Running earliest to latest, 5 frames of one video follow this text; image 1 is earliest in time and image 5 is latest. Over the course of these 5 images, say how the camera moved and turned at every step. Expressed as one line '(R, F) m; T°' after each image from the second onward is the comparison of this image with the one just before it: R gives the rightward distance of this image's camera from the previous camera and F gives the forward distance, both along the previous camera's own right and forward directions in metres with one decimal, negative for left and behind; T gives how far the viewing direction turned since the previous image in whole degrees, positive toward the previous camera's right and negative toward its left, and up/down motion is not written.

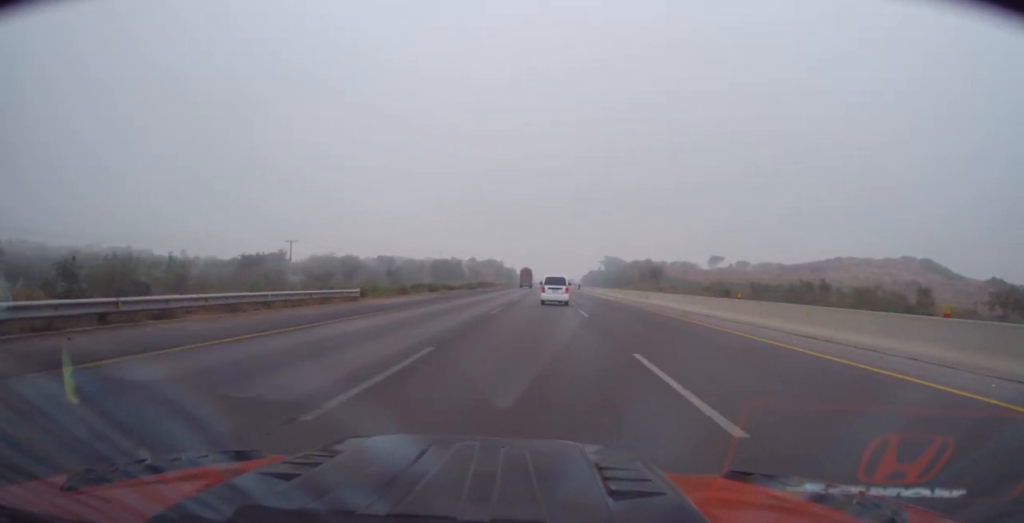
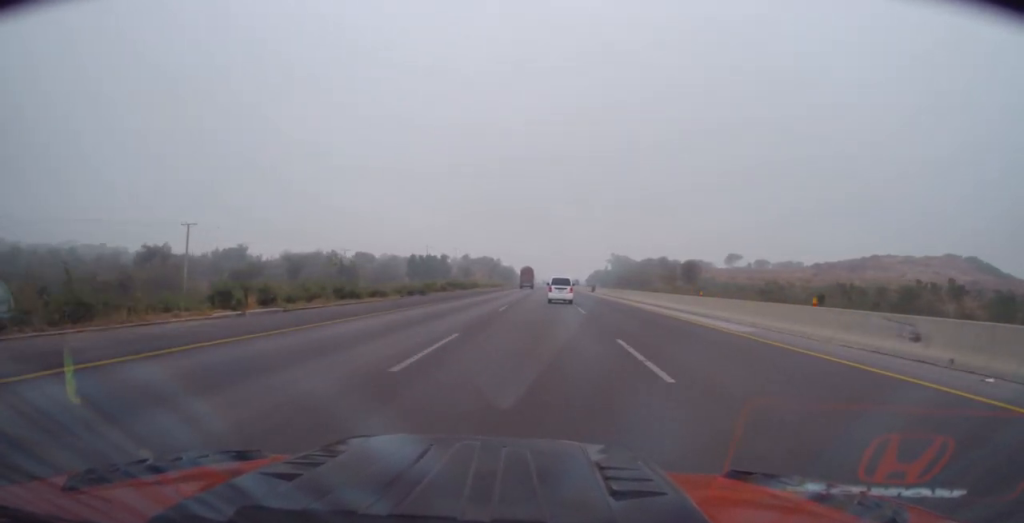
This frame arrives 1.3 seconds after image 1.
(-0.1, +32.9) m; -1°
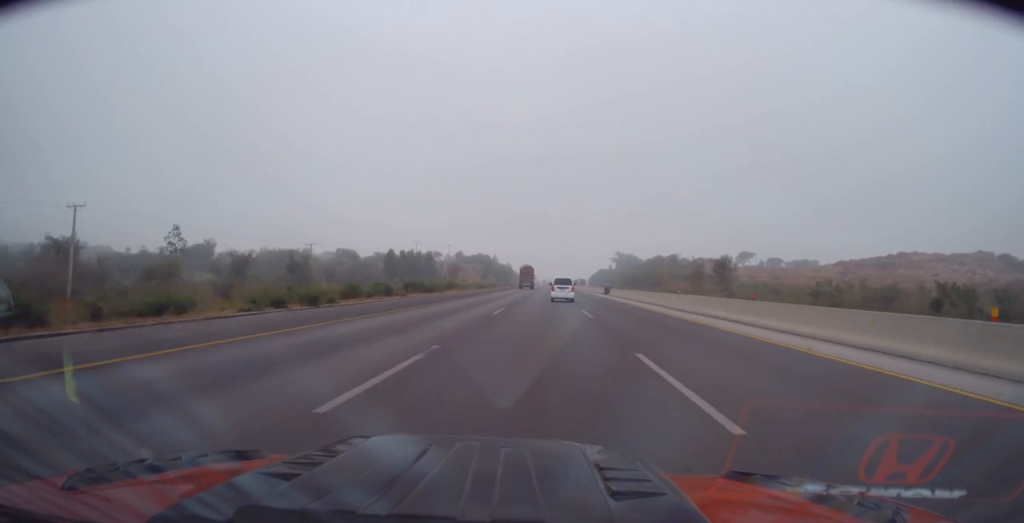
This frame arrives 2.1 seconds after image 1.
(-0.3, +20.8) m; -1°
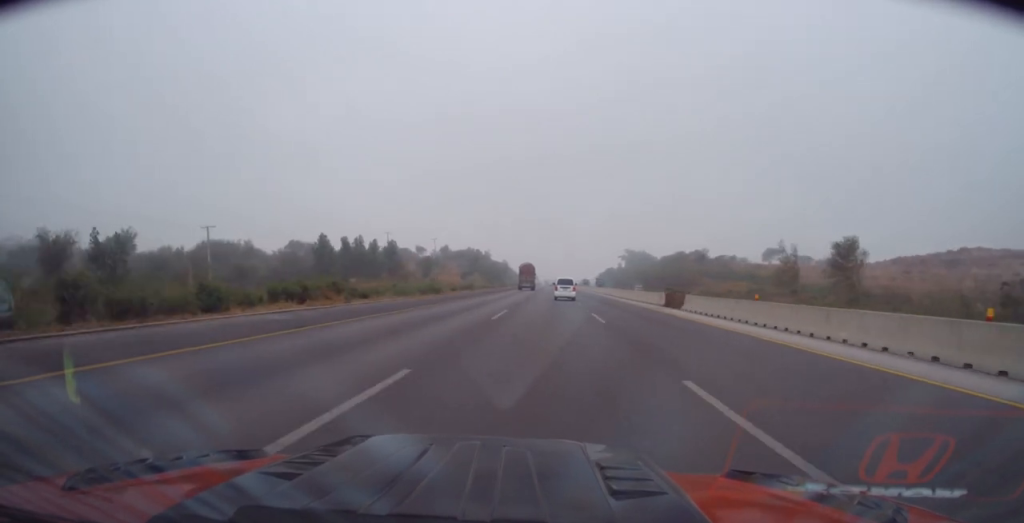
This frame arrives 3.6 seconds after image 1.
(+0.4, +38.8) m; +1°
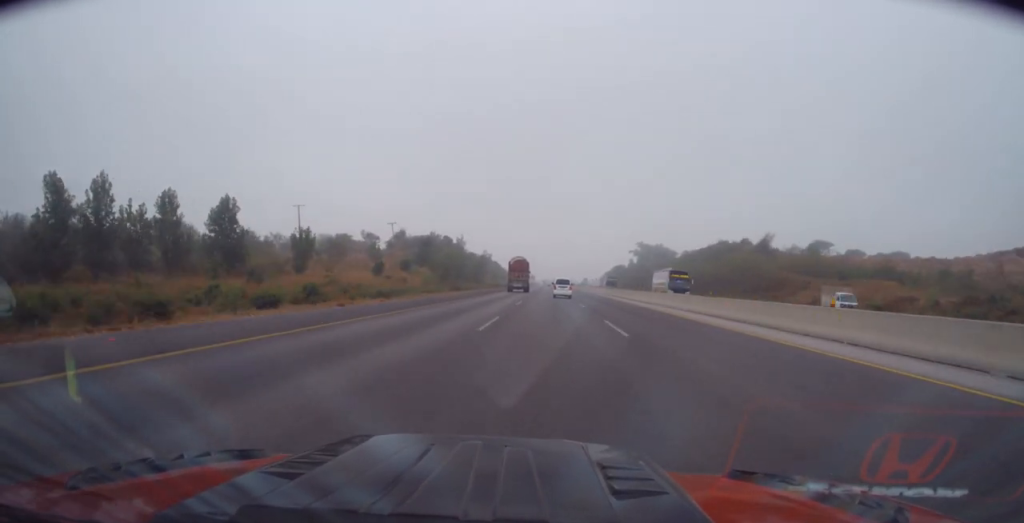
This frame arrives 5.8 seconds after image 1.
(+0.1, +58.8) m; +1°
